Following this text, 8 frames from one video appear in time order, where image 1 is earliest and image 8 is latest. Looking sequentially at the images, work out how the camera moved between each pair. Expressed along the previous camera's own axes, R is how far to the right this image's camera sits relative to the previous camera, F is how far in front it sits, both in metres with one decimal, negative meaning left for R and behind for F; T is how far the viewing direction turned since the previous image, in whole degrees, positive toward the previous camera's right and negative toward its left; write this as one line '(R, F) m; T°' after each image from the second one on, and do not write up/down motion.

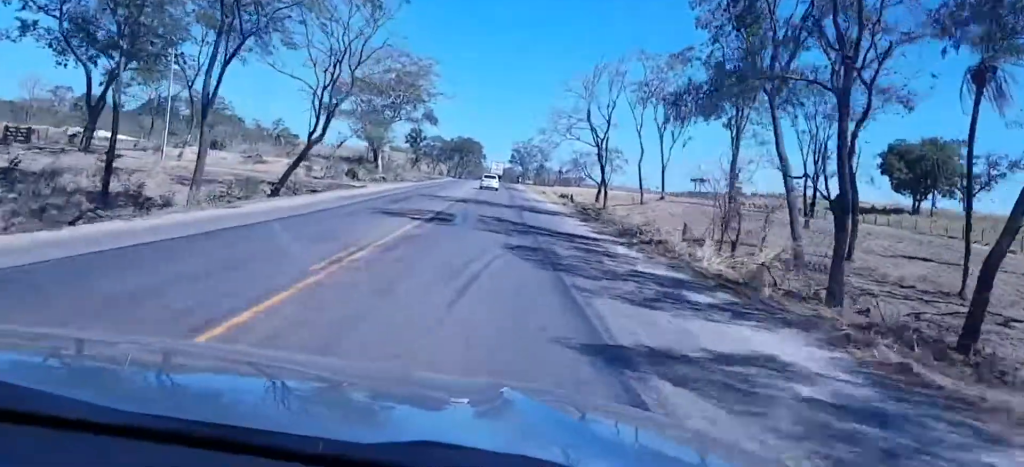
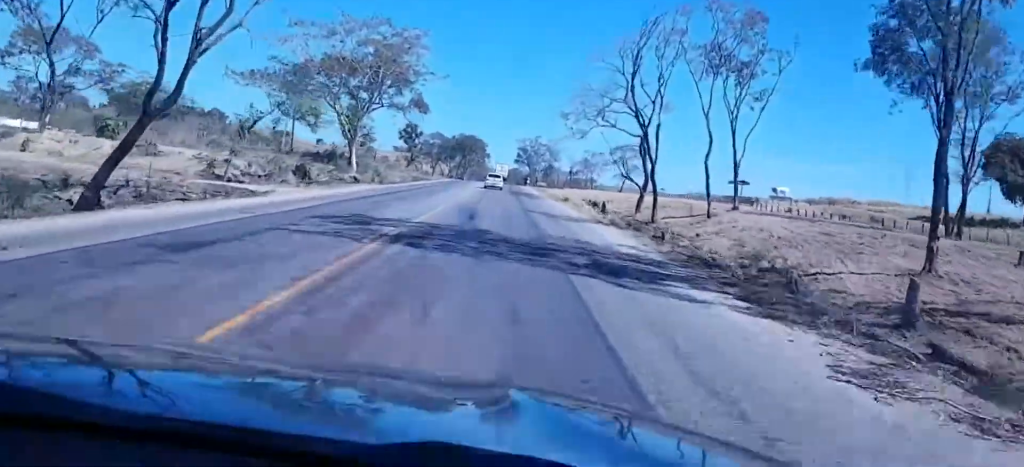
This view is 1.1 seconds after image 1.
(+0.6, +27.8) m; +1°
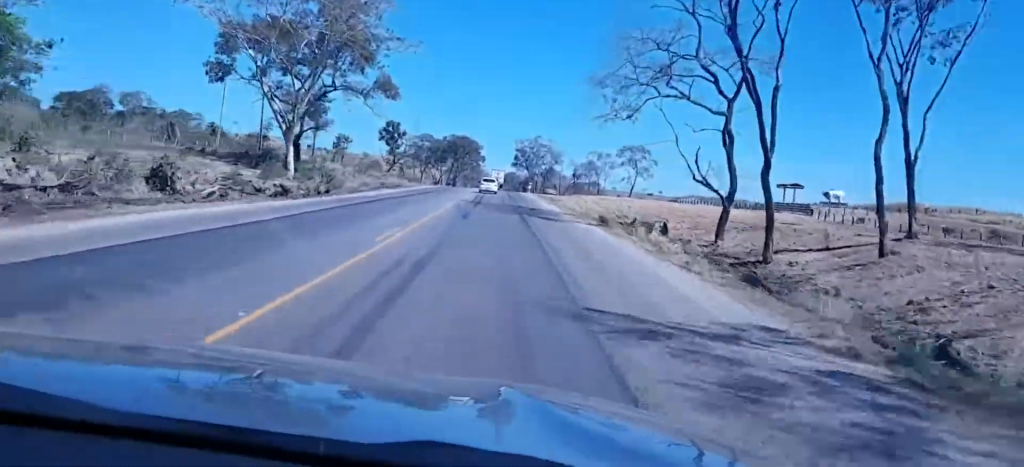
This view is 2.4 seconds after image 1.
(0.0, +30.4) m; -1°
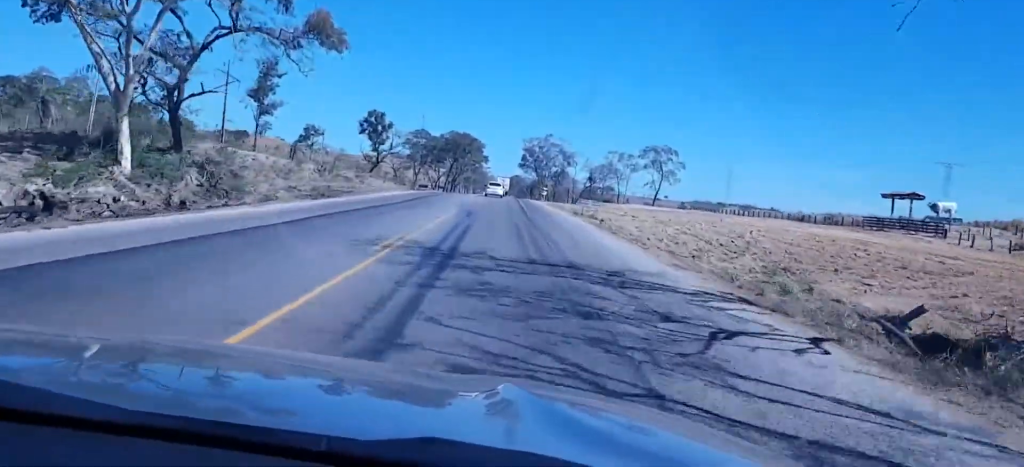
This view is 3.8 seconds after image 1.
(-0.6, +35.0) m; -1°
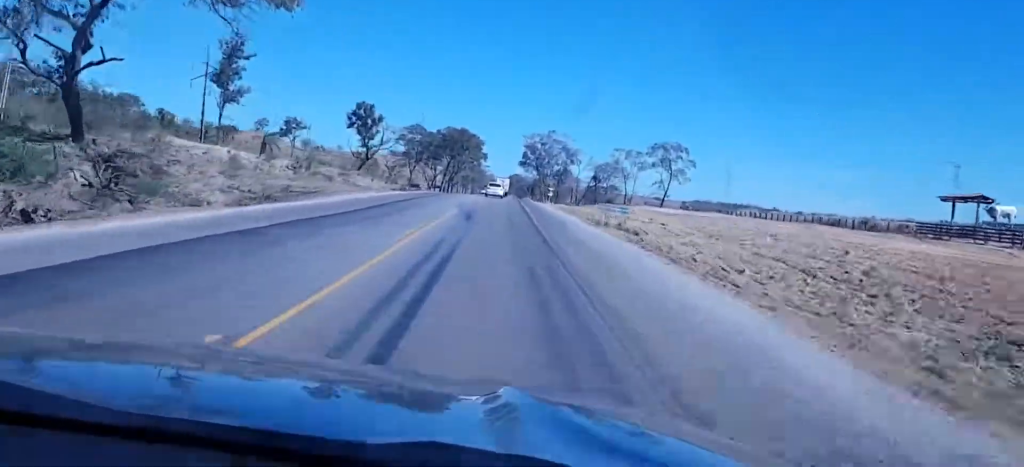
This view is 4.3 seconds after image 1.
(+0.2, +12.7) m; +1°
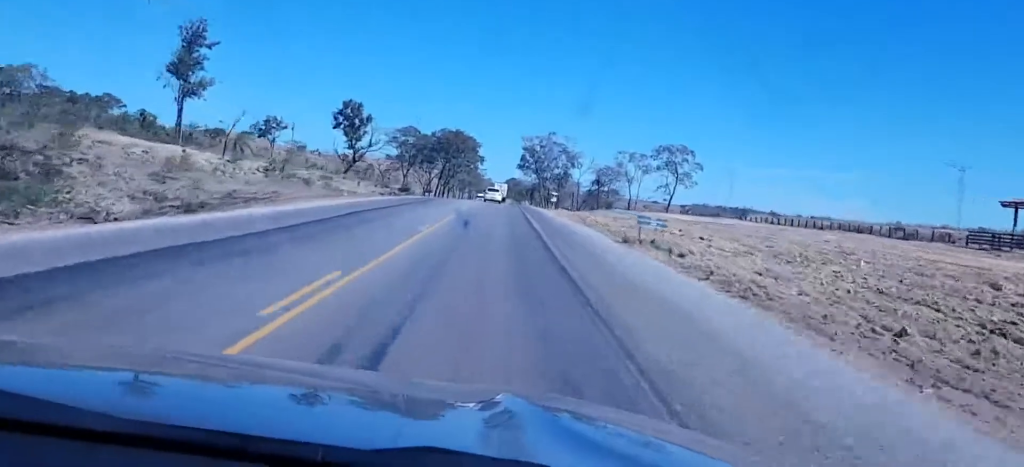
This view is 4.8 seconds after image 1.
(+0.1, +10.8) m; +1°
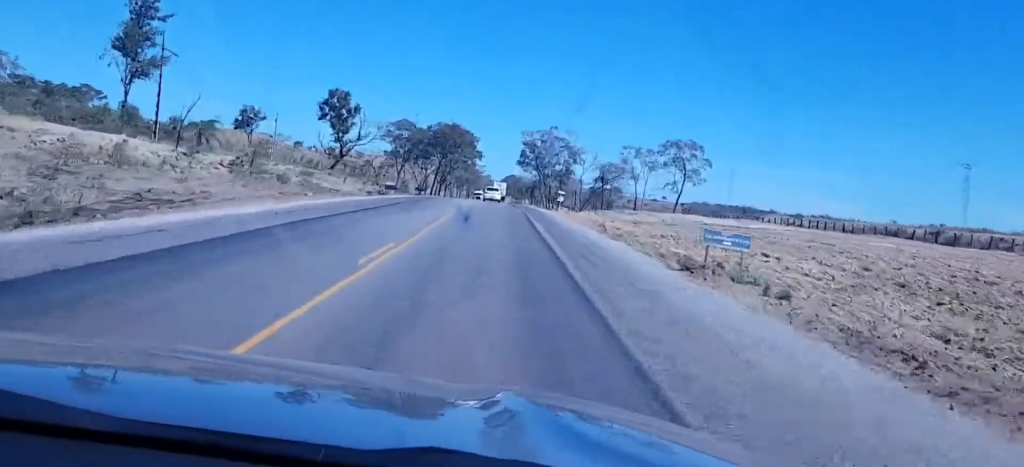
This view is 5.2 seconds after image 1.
(0.0, +10.8) m; 0°
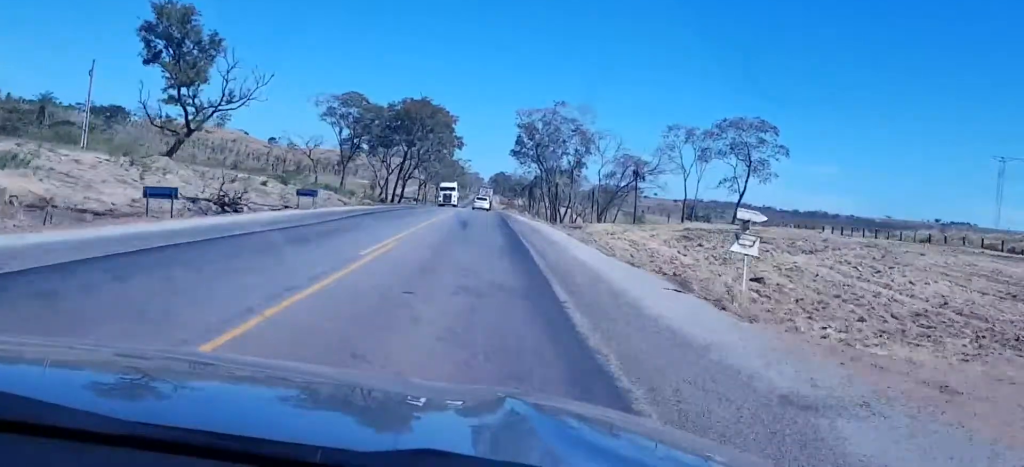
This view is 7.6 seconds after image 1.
(-0.6, +60.2) m; 0°
